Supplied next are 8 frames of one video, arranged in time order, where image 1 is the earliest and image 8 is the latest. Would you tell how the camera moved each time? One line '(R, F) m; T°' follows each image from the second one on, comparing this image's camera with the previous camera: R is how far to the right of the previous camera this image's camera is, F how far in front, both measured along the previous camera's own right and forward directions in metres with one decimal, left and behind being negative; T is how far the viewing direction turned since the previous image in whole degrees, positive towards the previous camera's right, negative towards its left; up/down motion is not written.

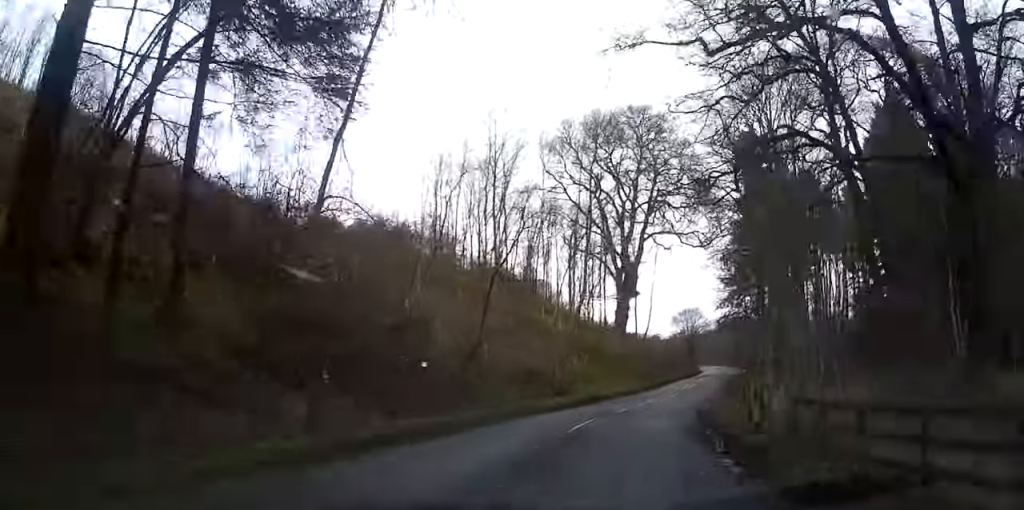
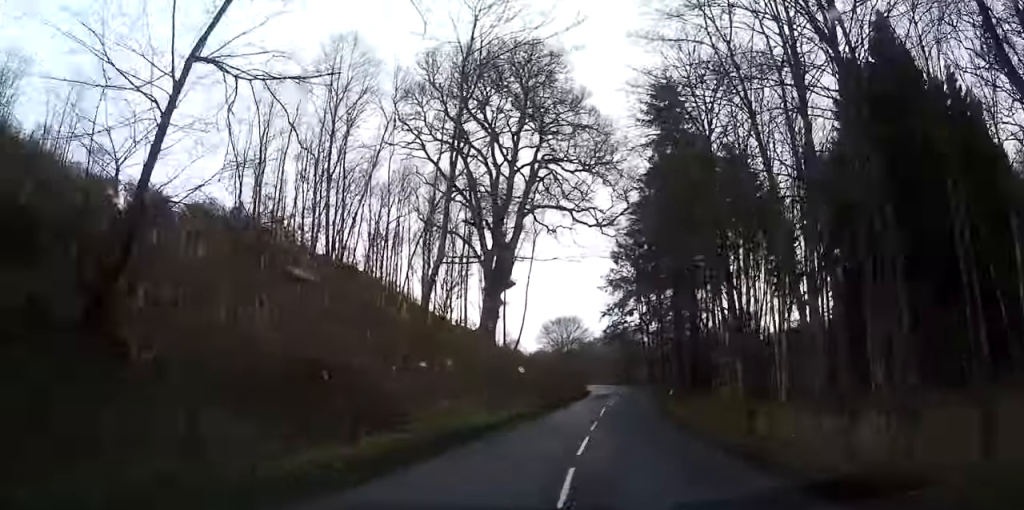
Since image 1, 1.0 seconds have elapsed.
(0.0, +19.8) m; 0°
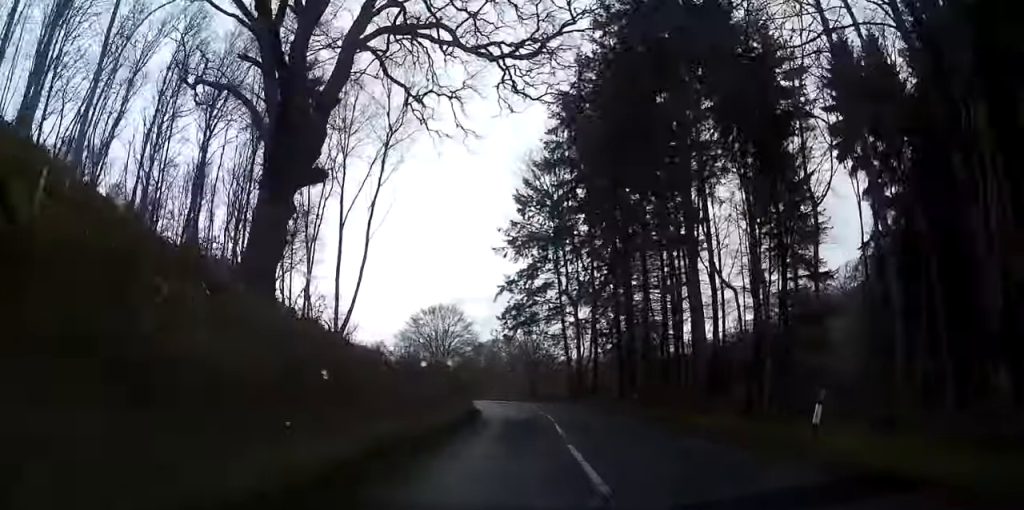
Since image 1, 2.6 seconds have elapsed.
(0.0, +33.8) m; +2°
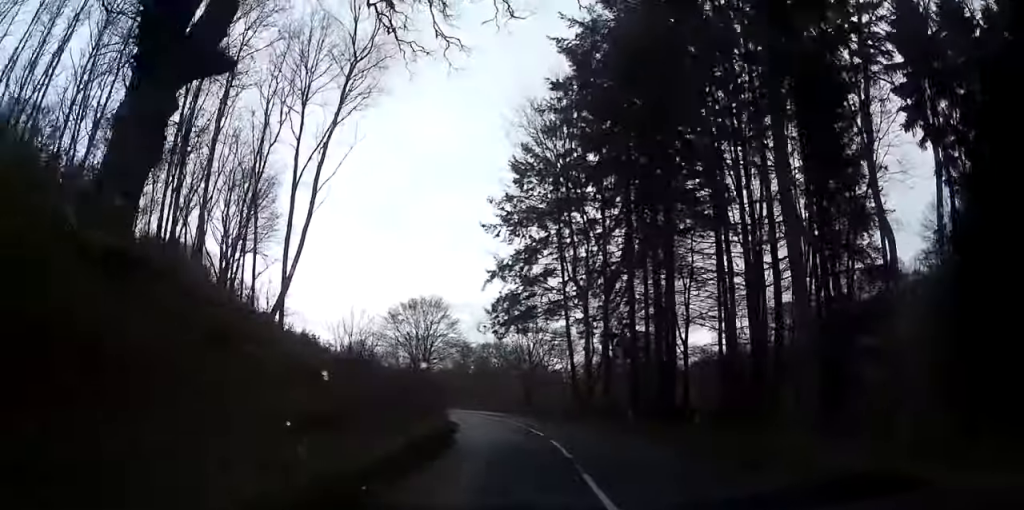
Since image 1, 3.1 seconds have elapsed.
(-0.2, +10.7) m; +5°
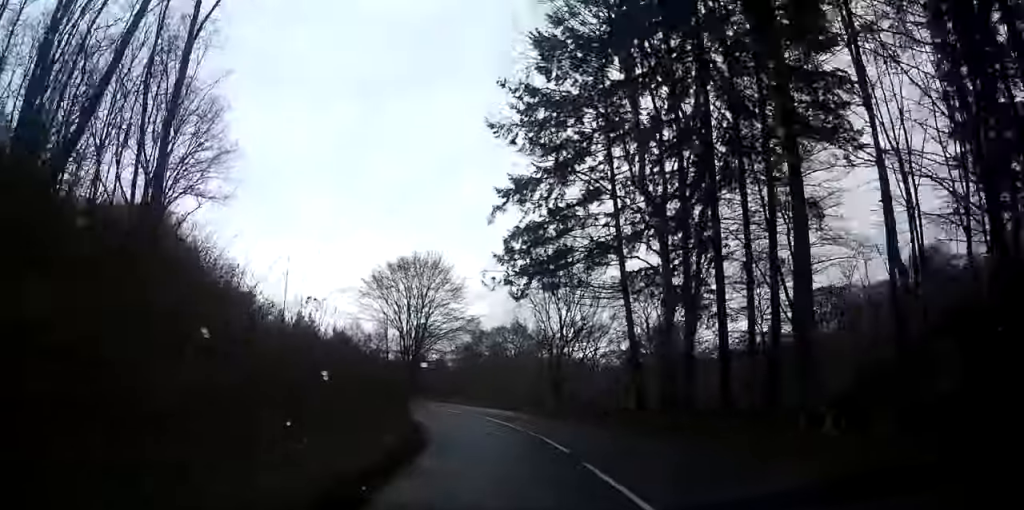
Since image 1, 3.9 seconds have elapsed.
(+1.4, +16.9) m; +7°
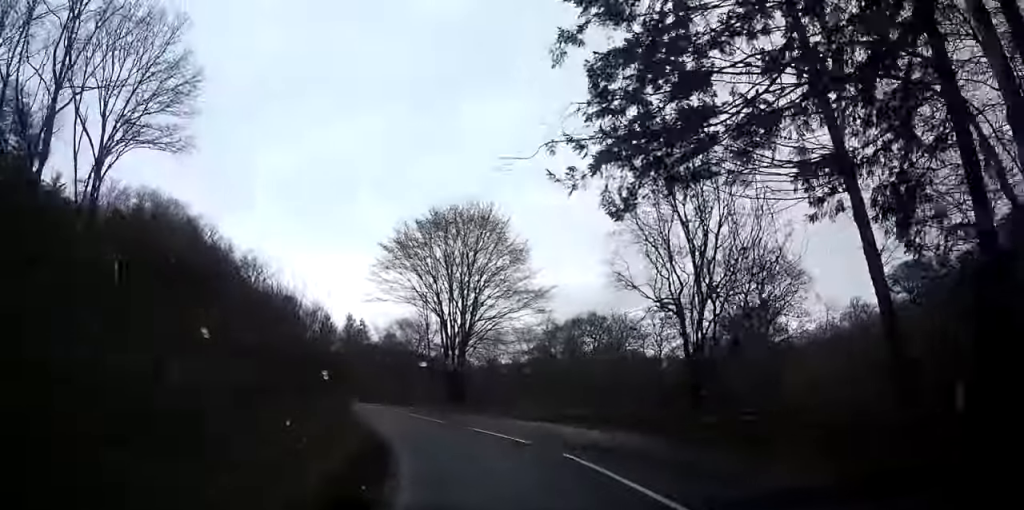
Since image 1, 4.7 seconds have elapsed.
(+1.3, +16.2) m; 0°
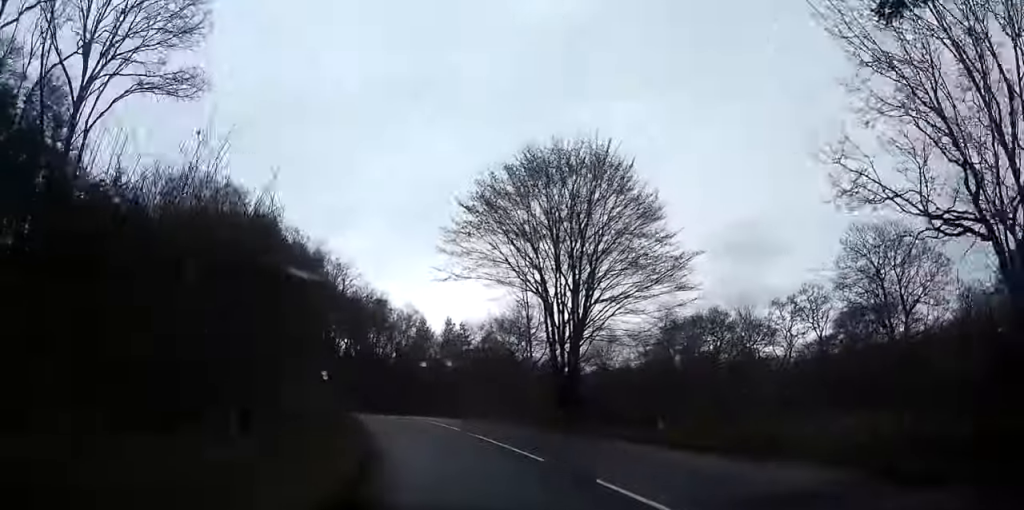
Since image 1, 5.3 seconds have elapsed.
(-0.1, +11.1) m; -7°
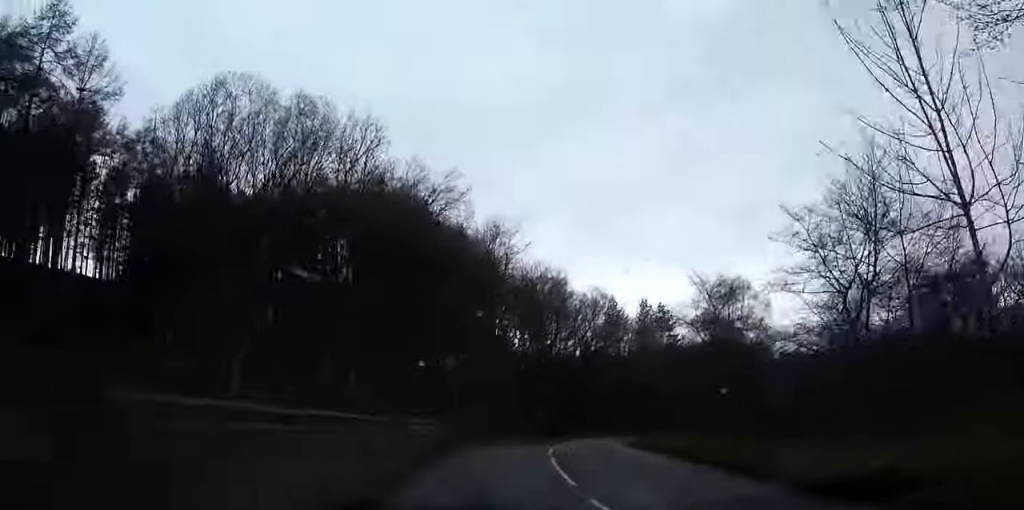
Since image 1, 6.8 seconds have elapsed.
(-4.4, +25.5) m; -14°
